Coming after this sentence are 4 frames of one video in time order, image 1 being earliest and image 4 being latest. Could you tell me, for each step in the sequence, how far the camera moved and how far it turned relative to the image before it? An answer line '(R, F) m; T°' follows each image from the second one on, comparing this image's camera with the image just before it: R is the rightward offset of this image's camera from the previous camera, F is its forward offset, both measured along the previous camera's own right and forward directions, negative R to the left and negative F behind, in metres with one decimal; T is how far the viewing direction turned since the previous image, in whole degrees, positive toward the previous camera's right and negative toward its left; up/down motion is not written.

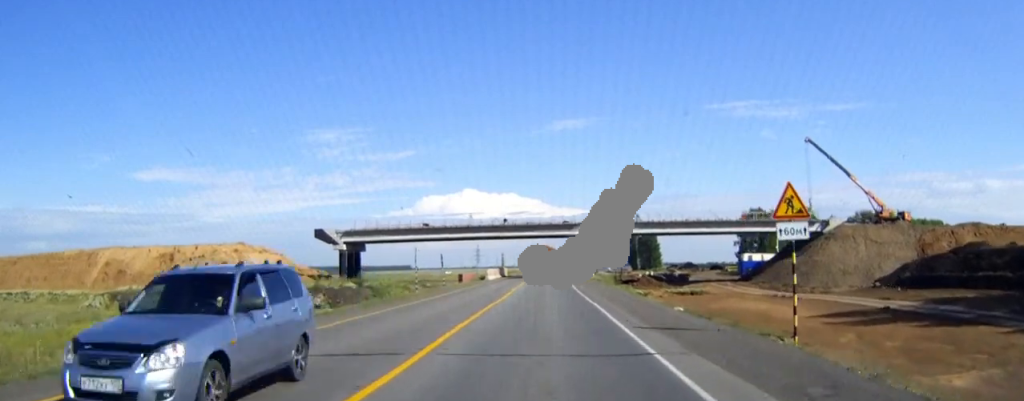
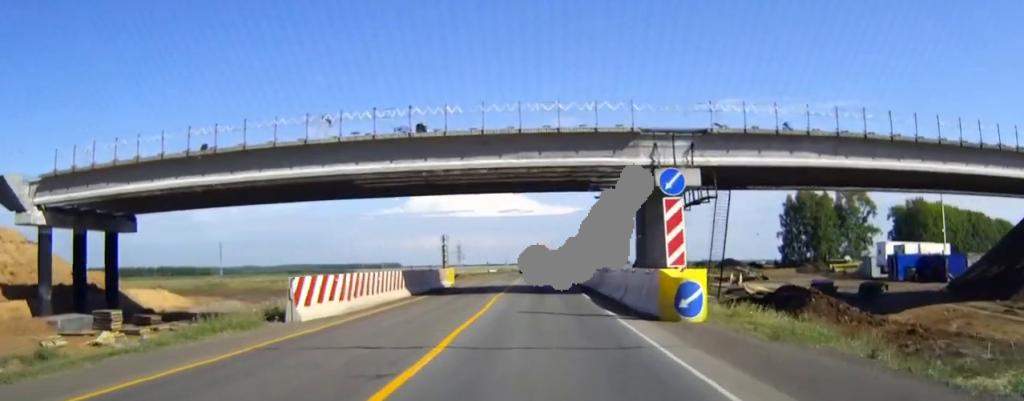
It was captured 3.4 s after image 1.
(+0.1, +64.8) m; +1°
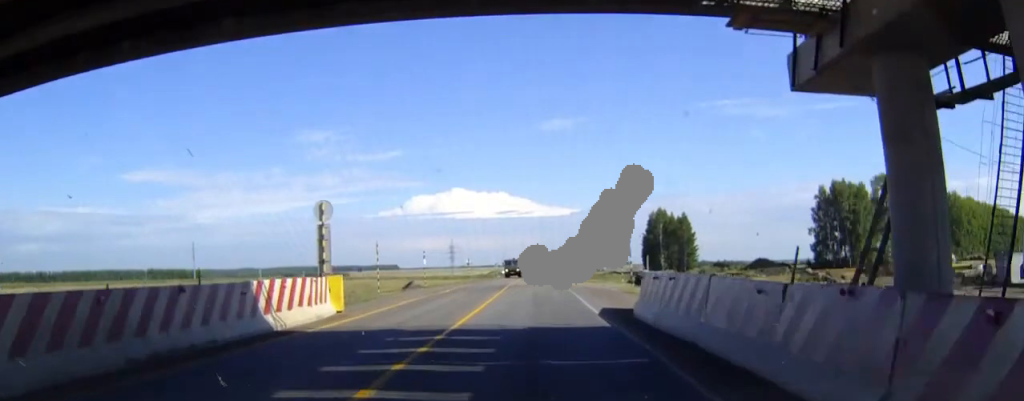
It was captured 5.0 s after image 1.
(+0.1, +30.2) m; 0°
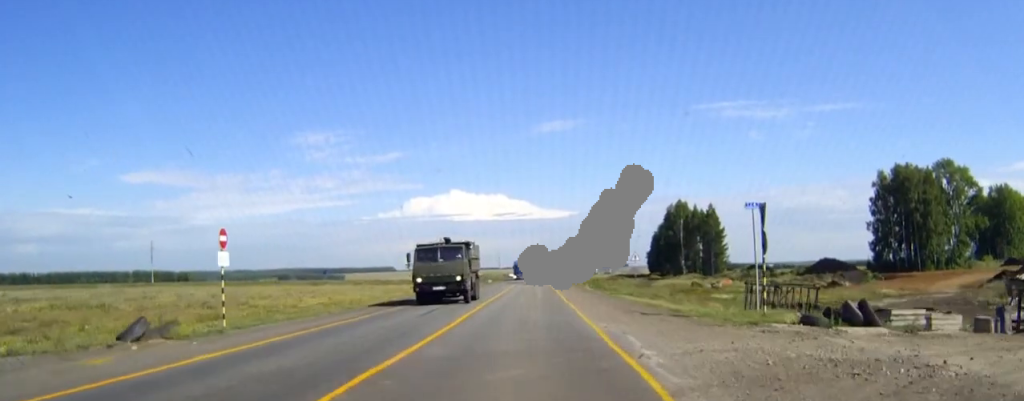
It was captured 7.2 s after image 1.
(+0.2, +40.0) m; 0°
